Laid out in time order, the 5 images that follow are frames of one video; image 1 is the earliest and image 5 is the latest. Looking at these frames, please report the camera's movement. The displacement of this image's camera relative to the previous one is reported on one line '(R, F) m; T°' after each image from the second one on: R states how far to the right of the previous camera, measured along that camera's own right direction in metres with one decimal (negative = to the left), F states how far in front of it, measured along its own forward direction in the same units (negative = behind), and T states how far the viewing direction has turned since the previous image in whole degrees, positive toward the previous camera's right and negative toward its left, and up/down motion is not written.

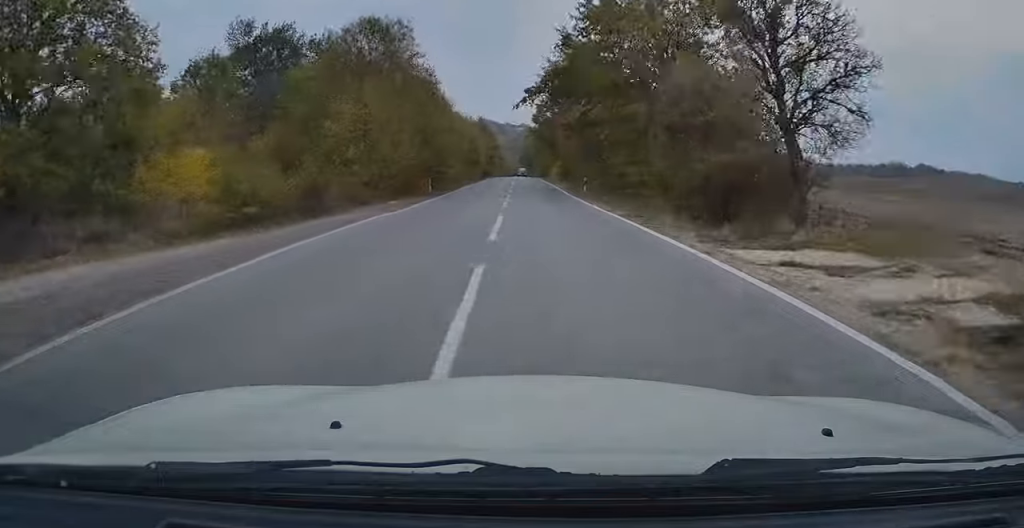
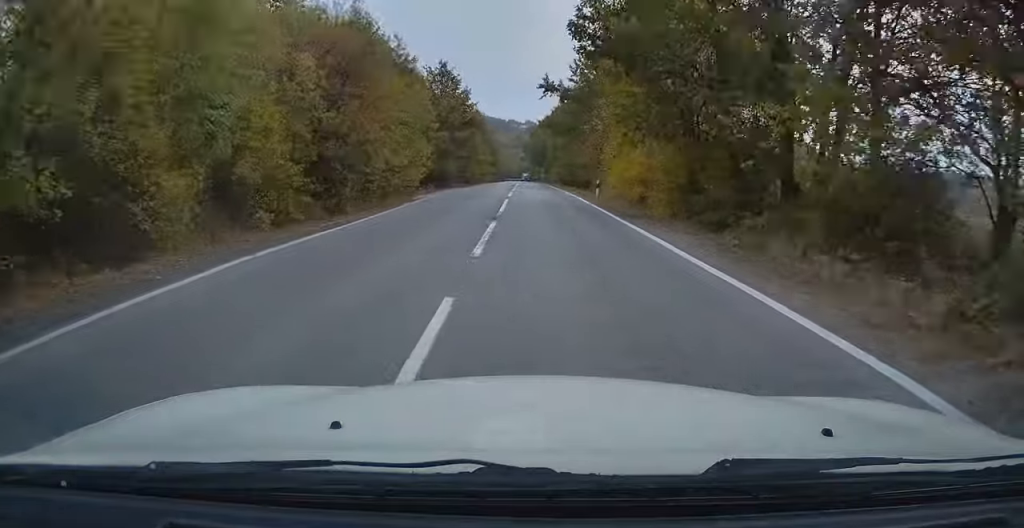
(-0.5, +55.6) m; -1°
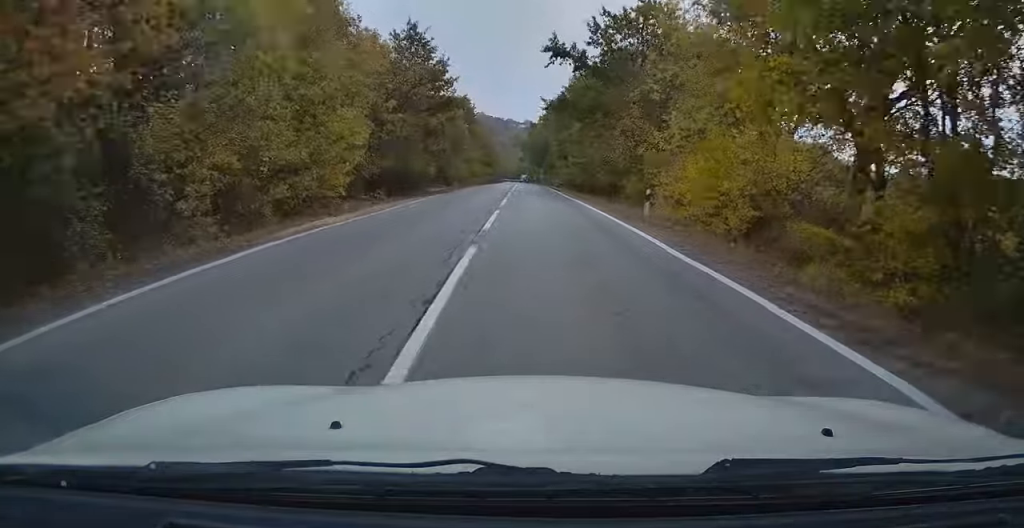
(+0.1, +14.4) m; +1°
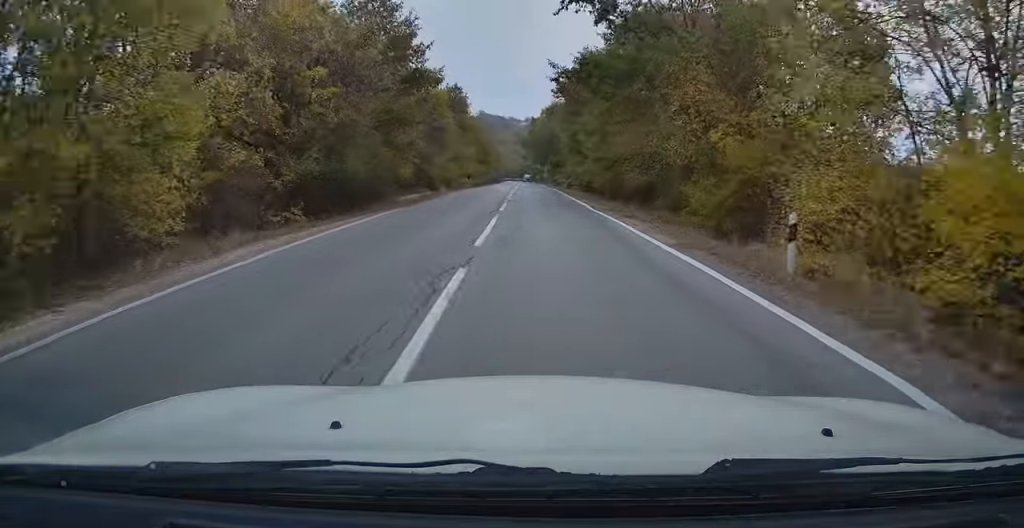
(+0.1, +10.9) m; 0°
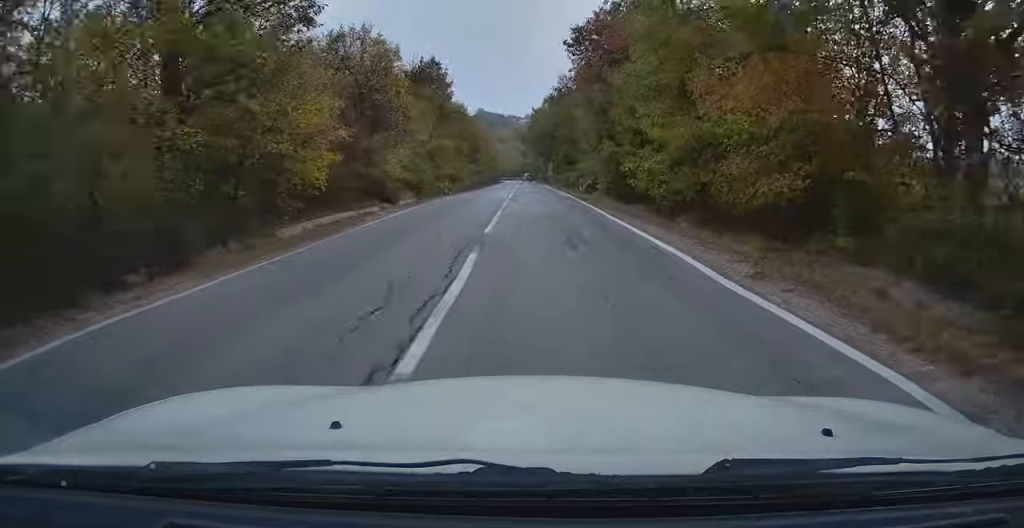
(+0.1, +15.7) m; 0°
